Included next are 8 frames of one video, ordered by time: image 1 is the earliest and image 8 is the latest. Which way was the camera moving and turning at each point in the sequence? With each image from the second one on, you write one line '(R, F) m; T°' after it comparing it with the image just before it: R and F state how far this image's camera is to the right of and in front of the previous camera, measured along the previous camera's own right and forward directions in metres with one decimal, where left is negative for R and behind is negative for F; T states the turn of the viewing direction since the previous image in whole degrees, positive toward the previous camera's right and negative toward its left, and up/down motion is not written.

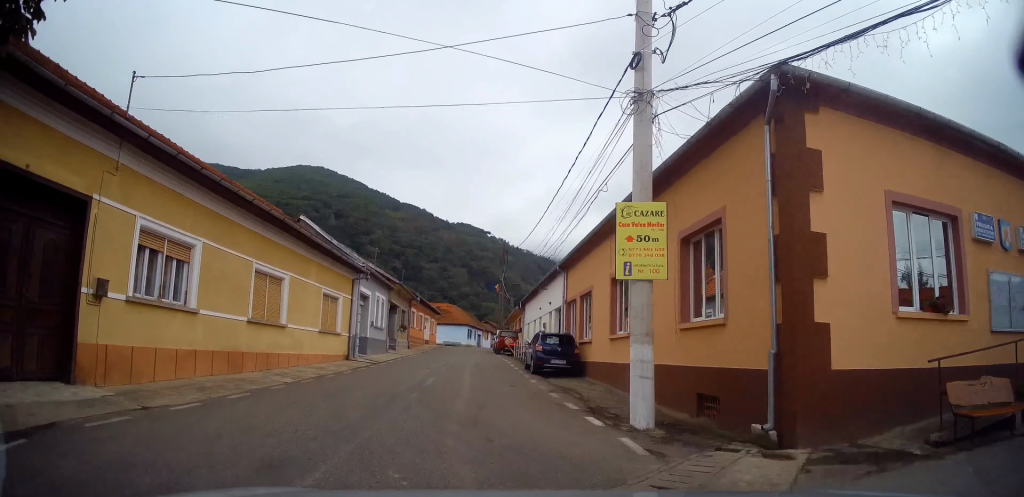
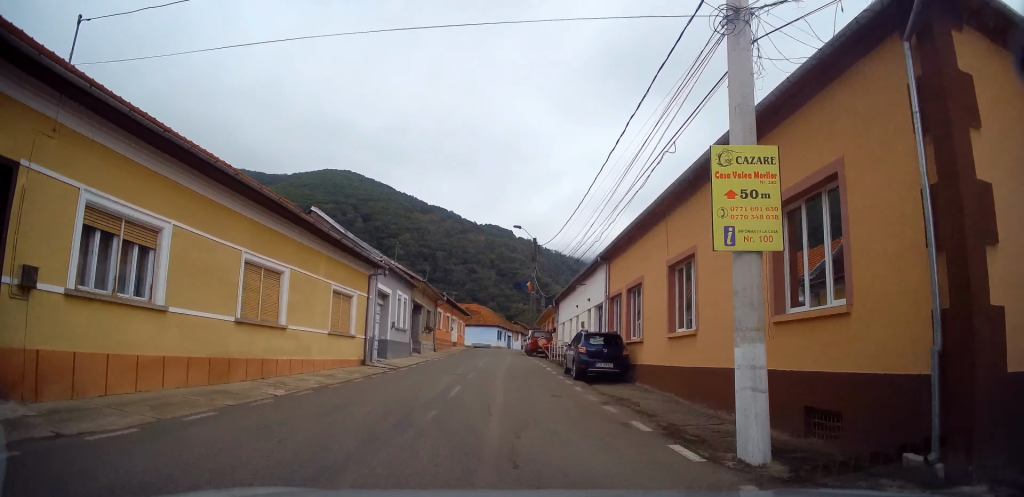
(-0.2, +2.9) m; -3°
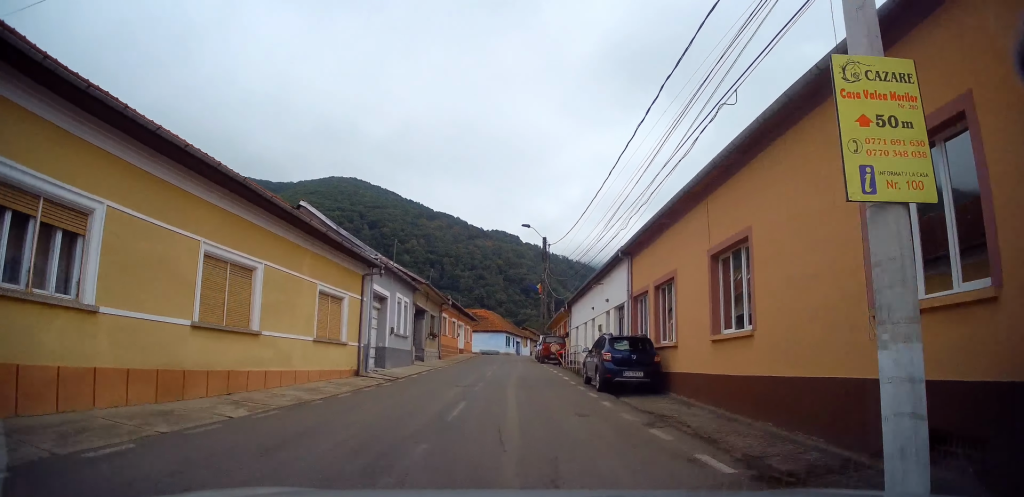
(-0.1, +2.2) m; -2°
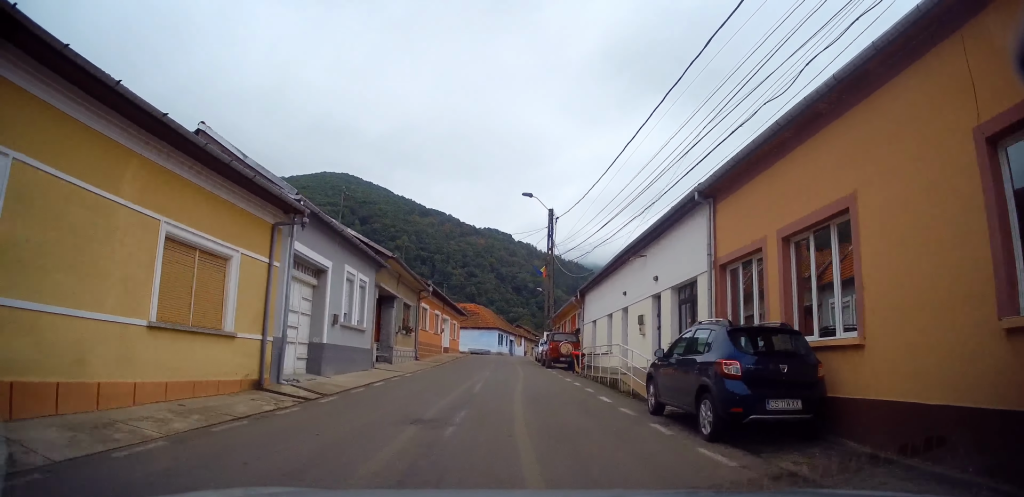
(0.0, +7.5) m; 0°
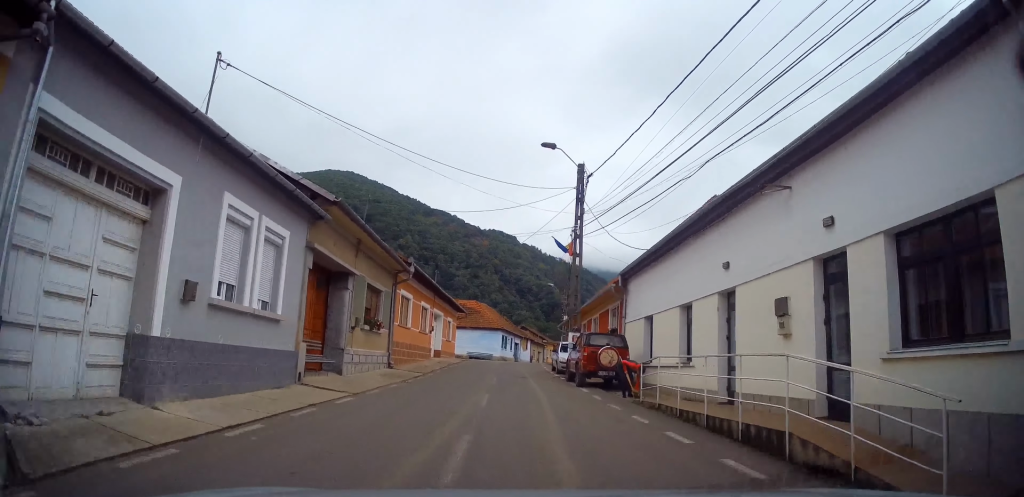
(0.0, +7.9) m; +1°
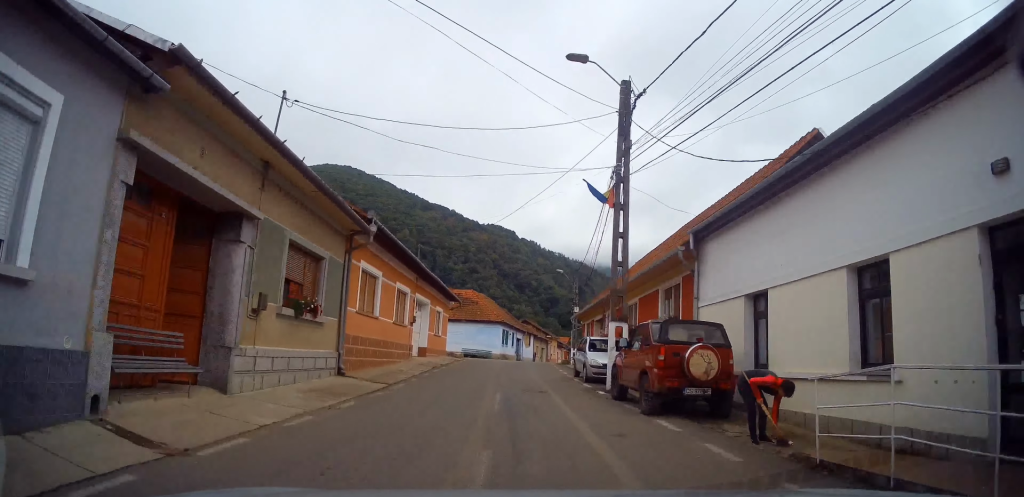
(0.0, +6.5) m; +1°
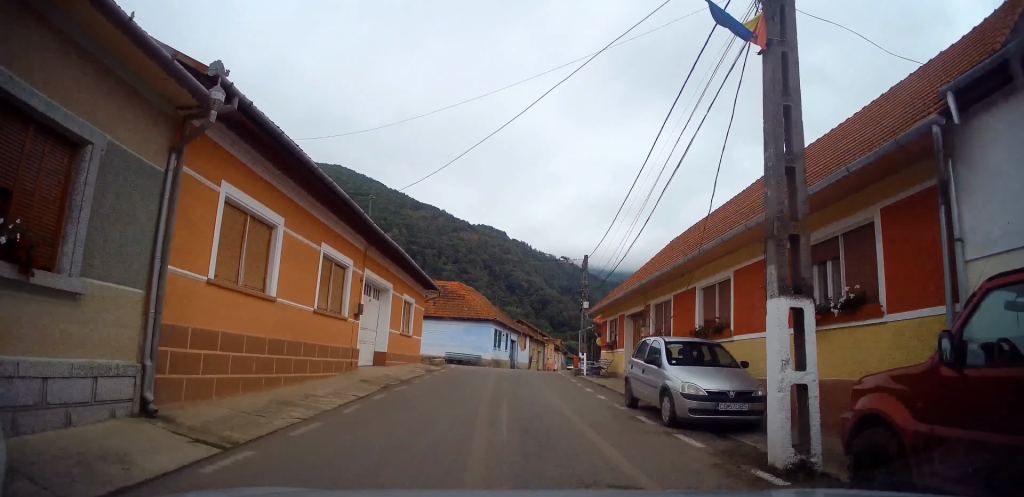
(+0.2, +8.3) m; 0°
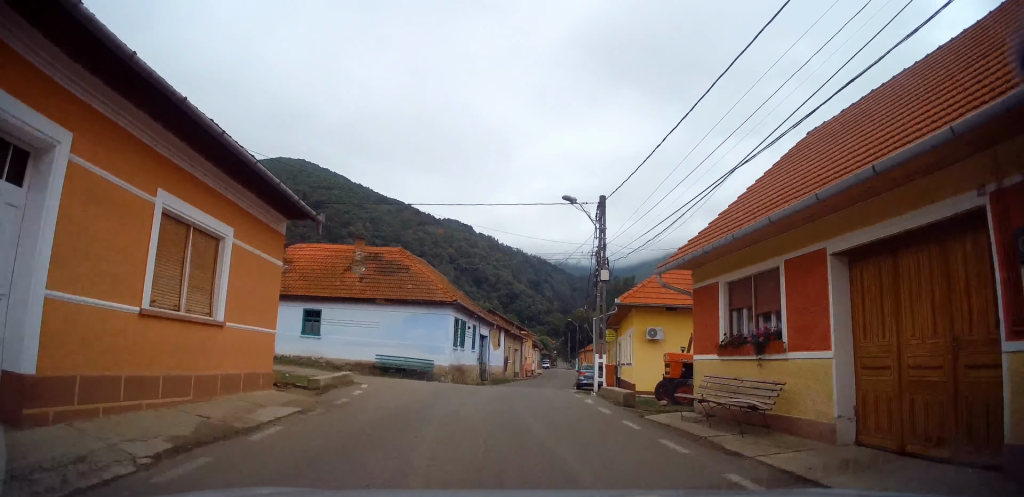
(0.0, +14.7) m; +3°
